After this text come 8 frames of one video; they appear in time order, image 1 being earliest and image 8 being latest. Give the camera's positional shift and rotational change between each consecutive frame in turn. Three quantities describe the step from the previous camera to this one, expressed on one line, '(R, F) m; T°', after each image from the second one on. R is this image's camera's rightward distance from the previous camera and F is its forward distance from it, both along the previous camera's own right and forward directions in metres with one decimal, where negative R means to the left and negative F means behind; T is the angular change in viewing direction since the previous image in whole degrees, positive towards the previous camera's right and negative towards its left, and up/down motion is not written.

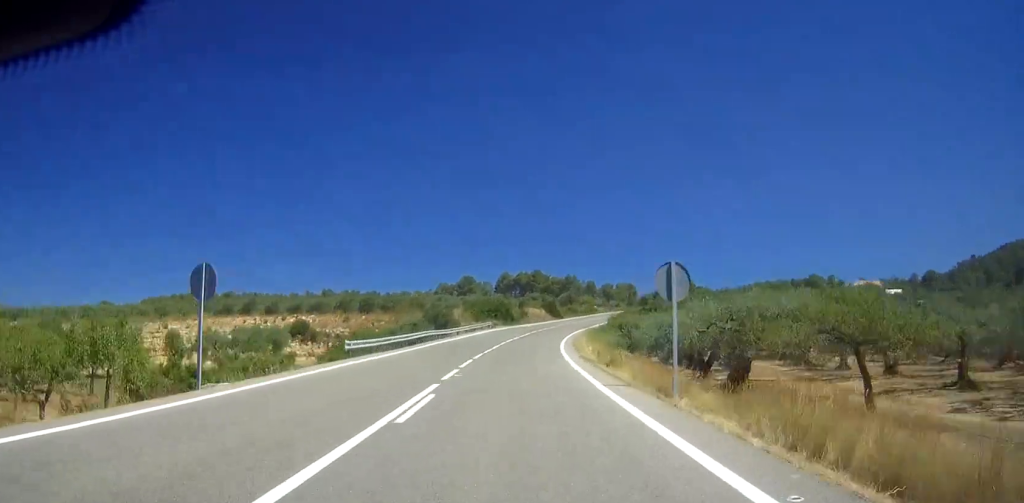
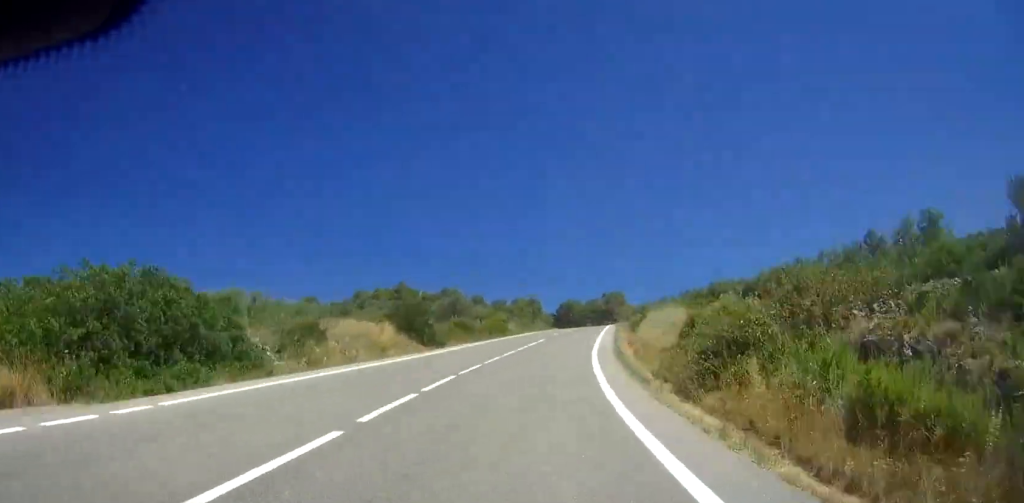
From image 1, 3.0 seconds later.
(+3.5, +75.0) m; +4°
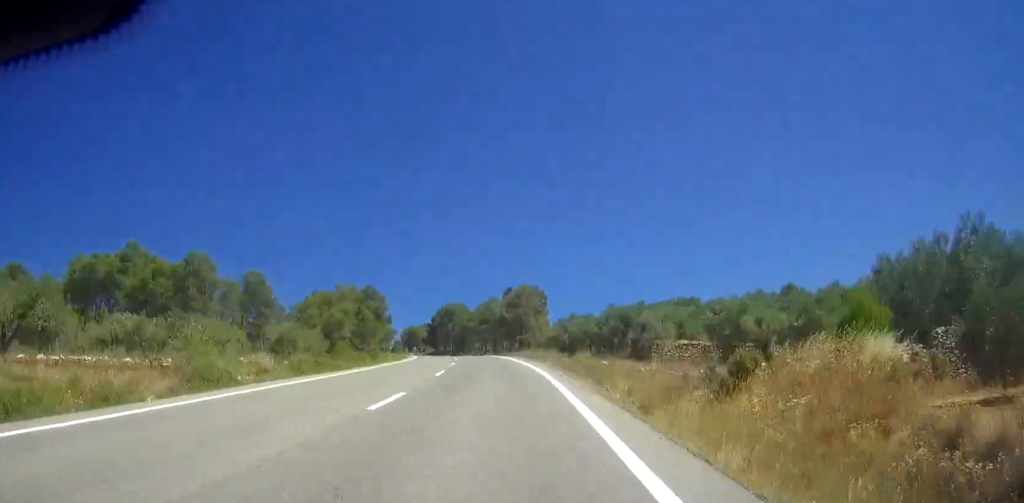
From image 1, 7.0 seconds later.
(+5.4, +98.9) m; +1°
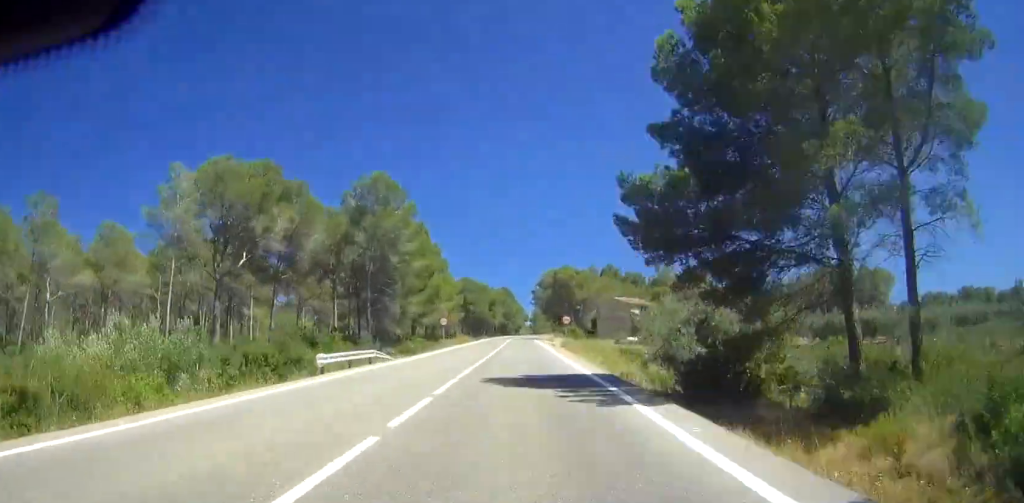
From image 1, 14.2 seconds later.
(-11.0, +178.9) m; -5°
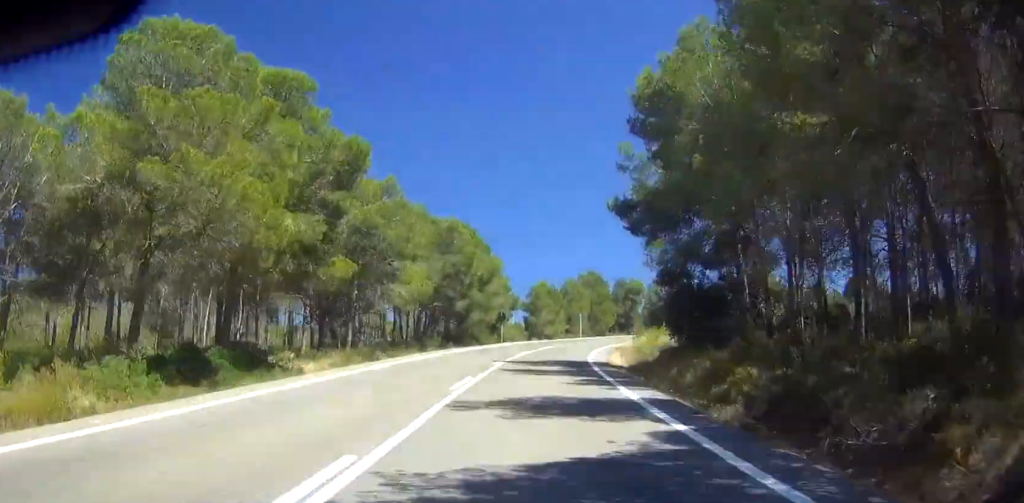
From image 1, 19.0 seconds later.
(+0.8, +120.3) m; +8°
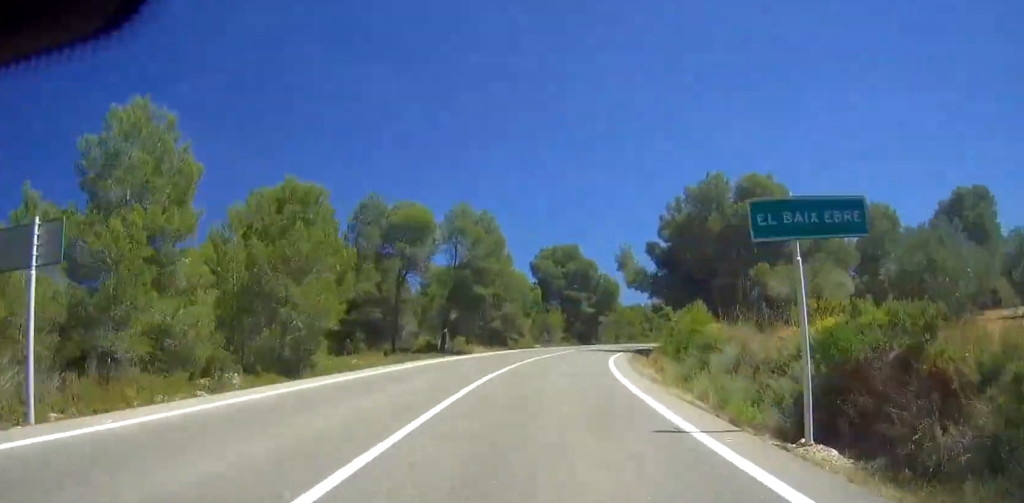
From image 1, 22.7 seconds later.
(+10.4, +90.2) m; +15°
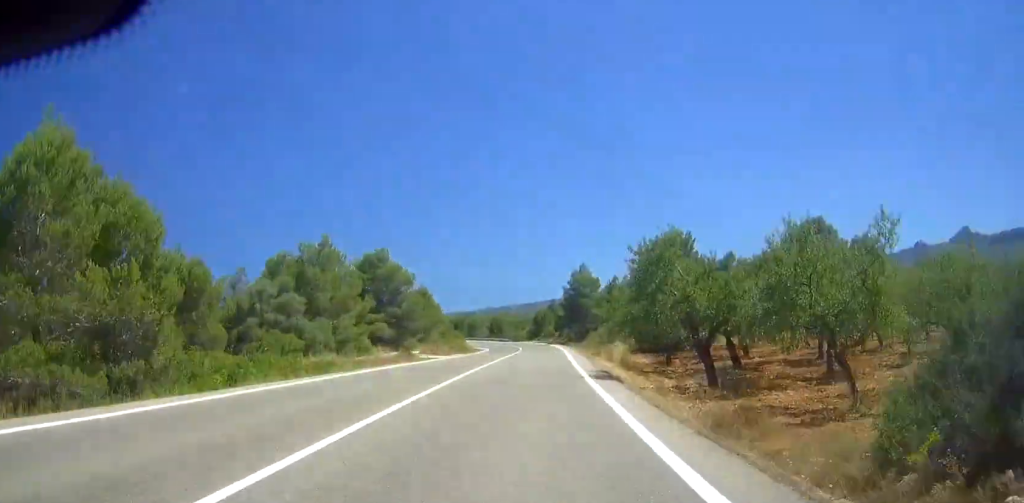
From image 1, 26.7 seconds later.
(+16.7, +98.0) m; +10°
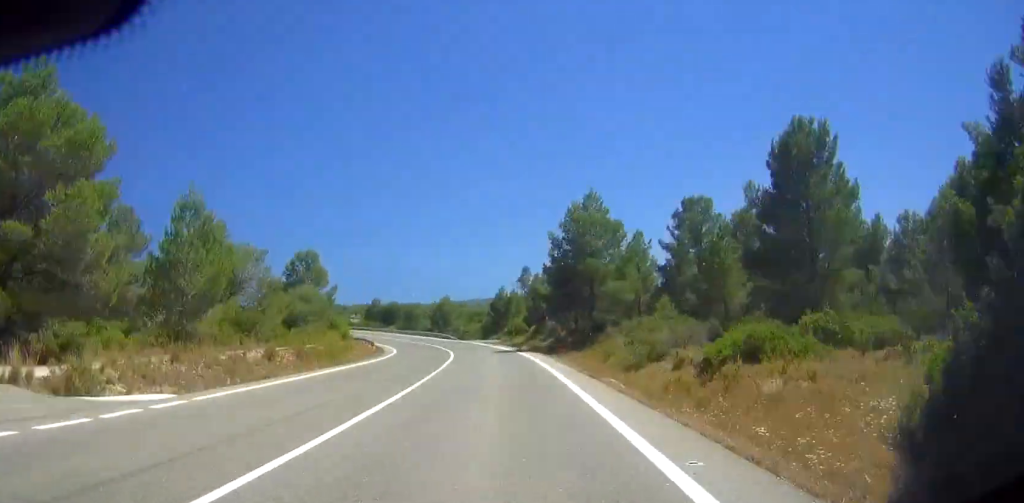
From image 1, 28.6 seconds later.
(+5.4, +47.9) m; +1°
